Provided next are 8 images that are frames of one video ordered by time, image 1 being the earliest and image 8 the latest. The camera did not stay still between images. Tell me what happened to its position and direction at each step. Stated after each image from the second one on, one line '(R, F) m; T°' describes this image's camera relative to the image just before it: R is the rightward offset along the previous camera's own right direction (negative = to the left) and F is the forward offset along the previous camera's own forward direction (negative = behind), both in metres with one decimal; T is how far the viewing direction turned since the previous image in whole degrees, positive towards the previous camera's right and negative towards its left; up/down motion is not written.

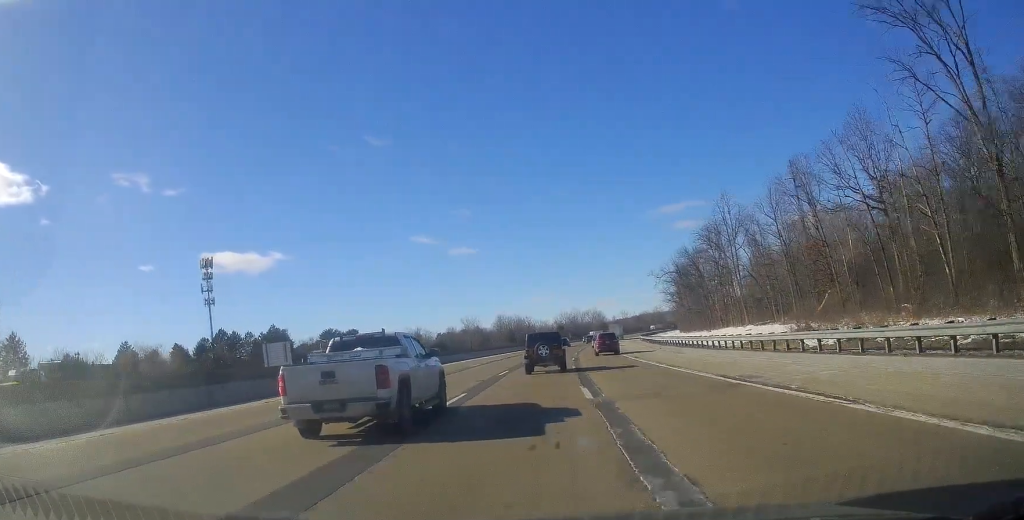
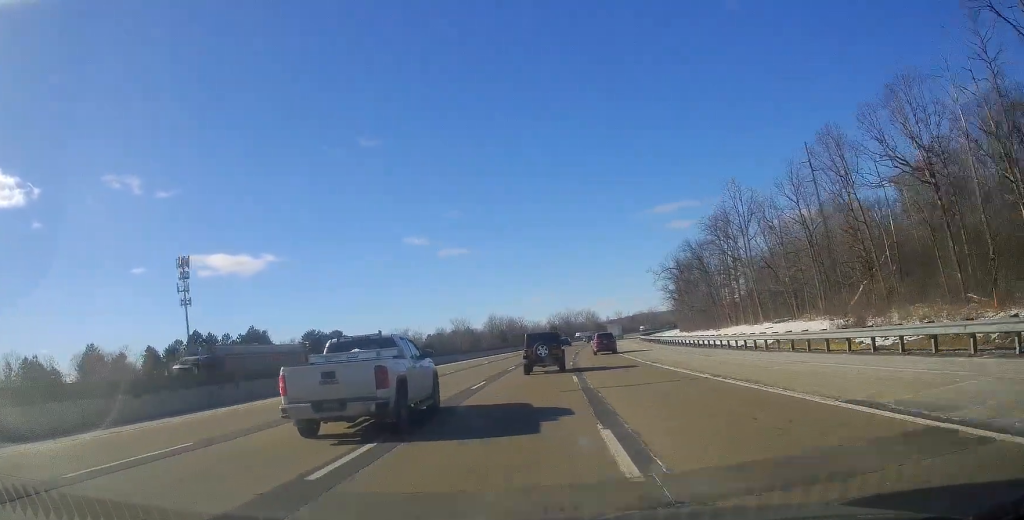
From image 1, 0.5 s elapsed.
(0.0, +9.1) m; 0°
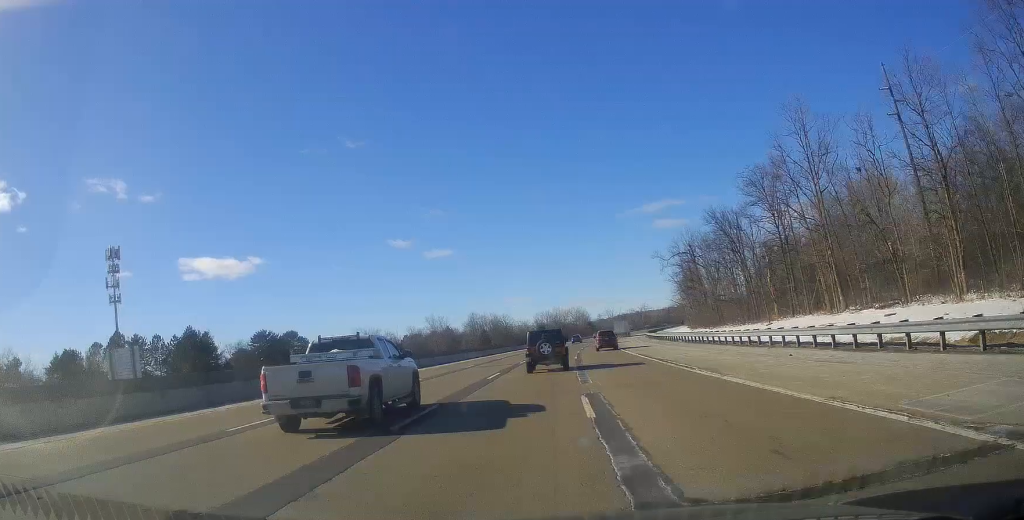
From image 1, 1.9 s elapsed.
(0.0, +26.6) m; +1°
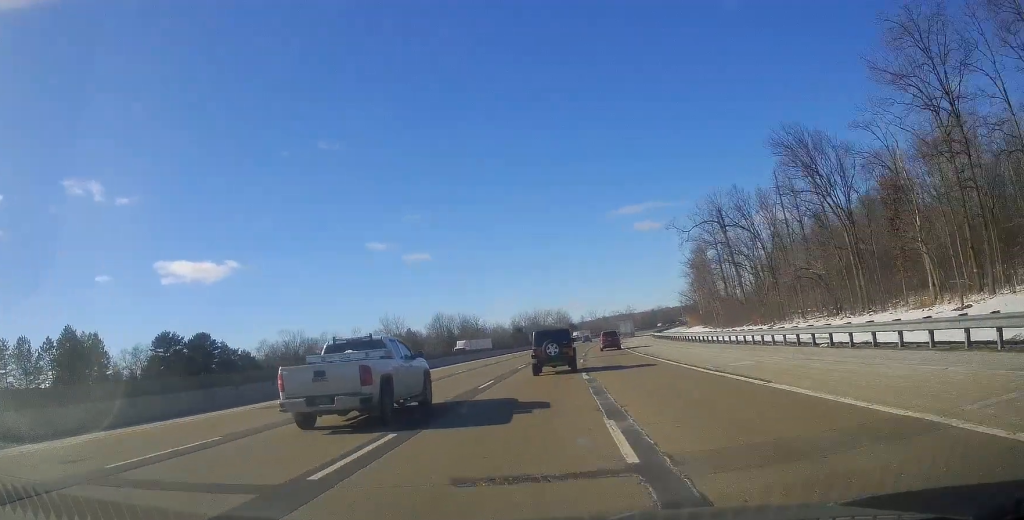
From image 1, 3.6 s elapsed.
(+0.9, +36.6) m; +3°
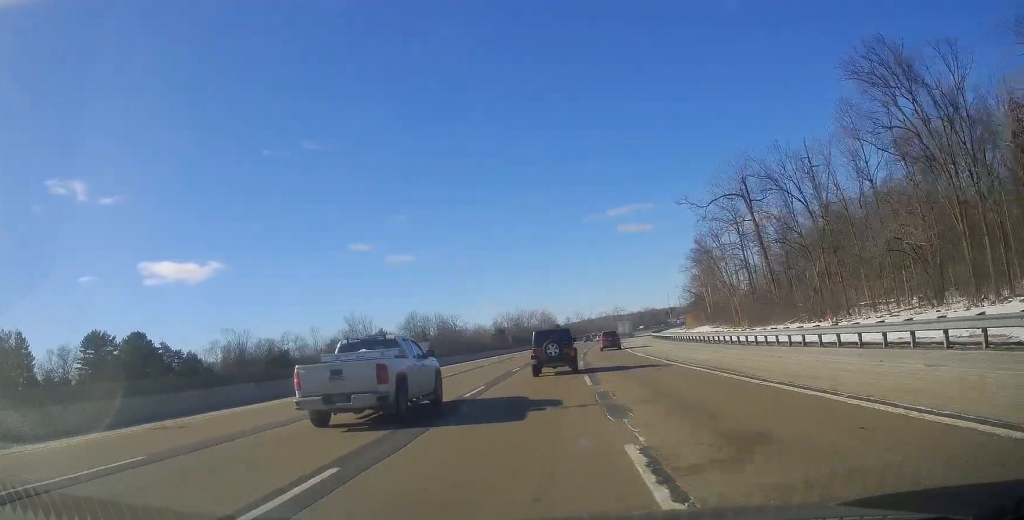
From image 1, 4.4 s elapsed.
(+0.2, +18.7) m; +2°
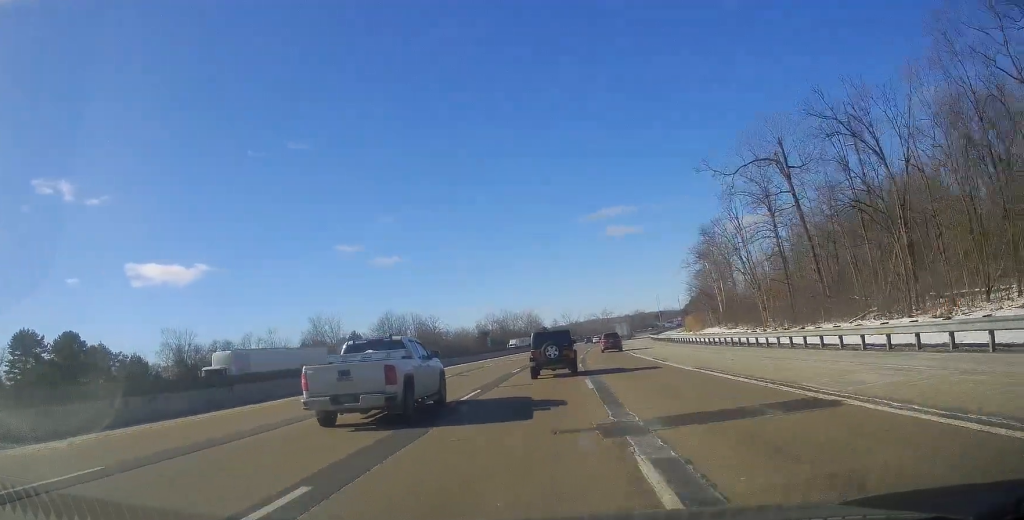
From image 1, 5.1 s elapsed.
(+0.5, +16.3) m; +2°
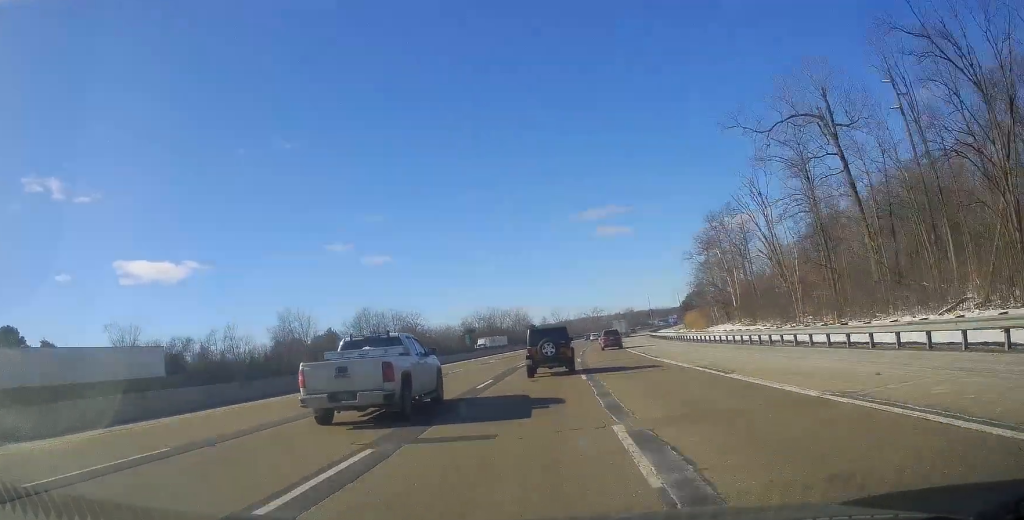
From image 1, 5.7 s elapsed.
(0.0, +12.8) m; 0°
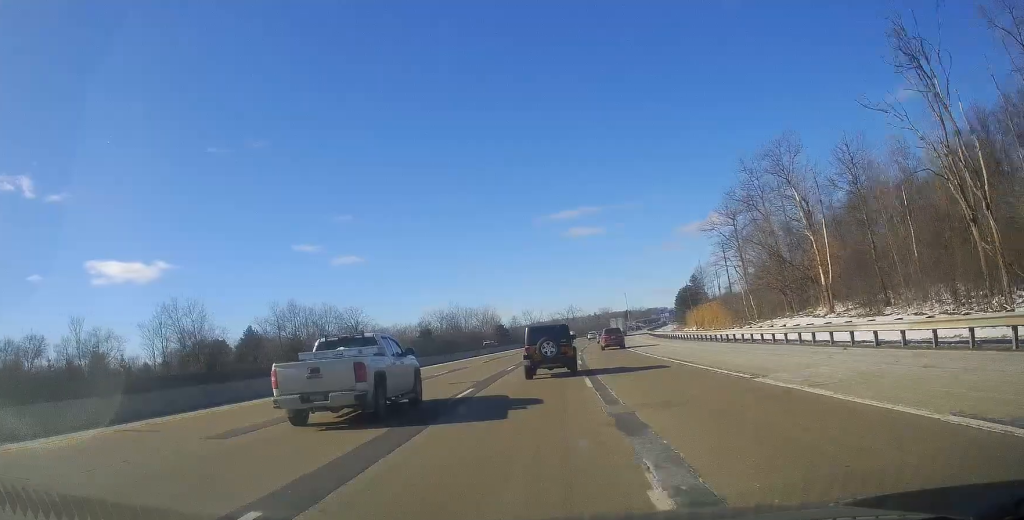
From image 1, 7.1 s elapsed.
(-0.1, +35.5) m; +1°
